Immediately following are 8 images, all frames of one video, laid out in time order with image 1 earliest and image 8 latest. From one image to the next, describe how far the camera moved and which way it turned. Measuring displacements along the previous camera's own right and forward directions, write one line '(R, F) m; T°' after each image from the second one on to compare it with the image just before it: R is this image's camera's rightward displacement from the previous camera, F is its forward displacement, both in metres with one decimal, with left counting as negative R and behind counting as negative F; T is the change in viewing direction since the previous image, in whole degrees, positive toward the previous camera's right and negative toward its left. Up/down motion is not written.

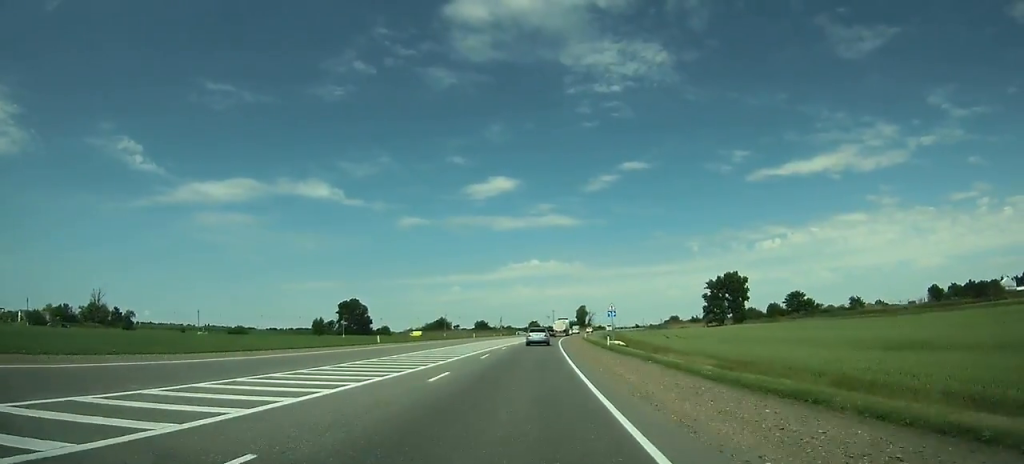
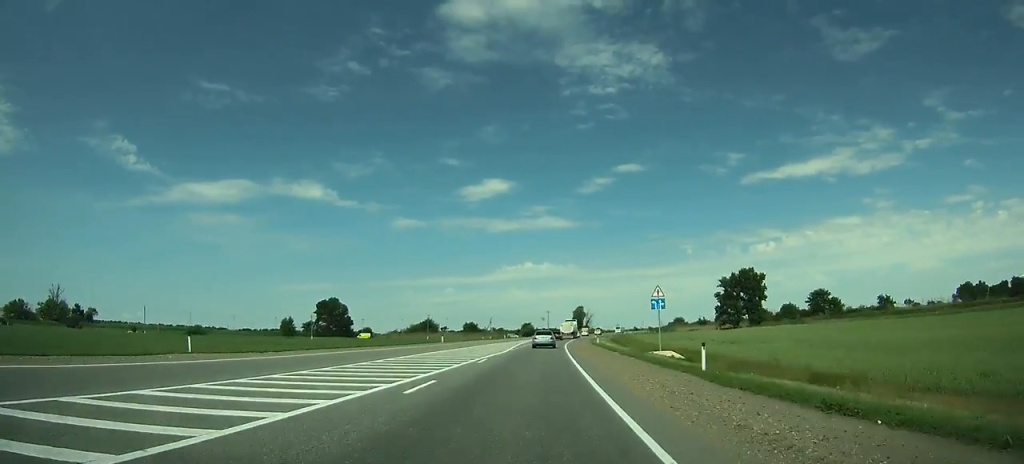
(0.0, +26.9) m; +1°
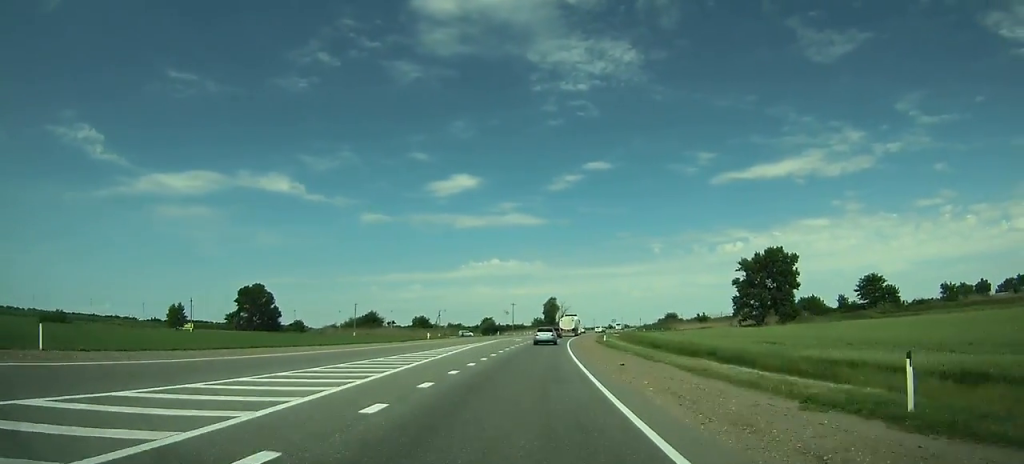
(+0.7, +56.2) m; +3°
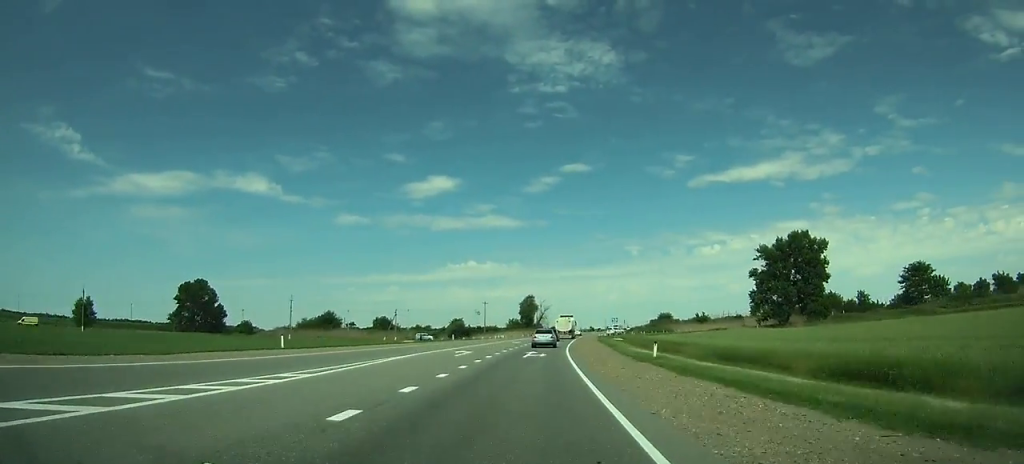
(+1.1, +33.3) m; +2°
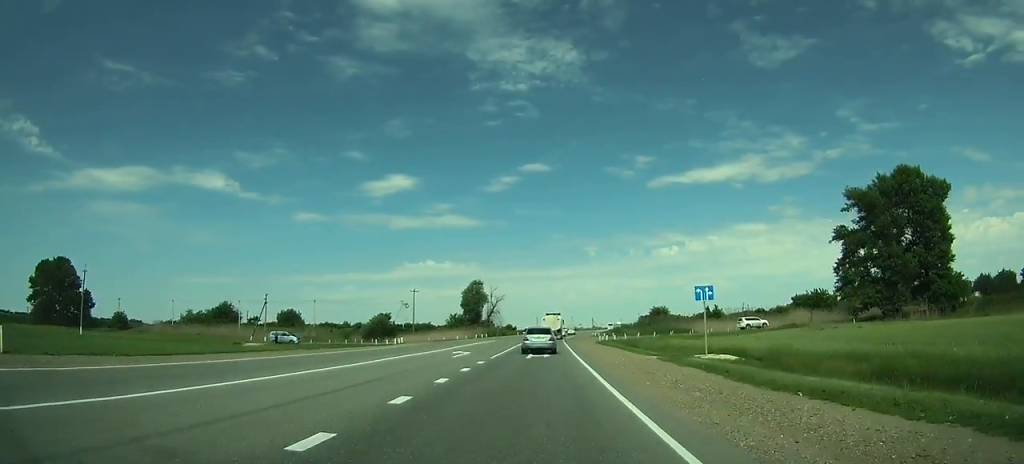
(+2.5, +62.8) m; +4°
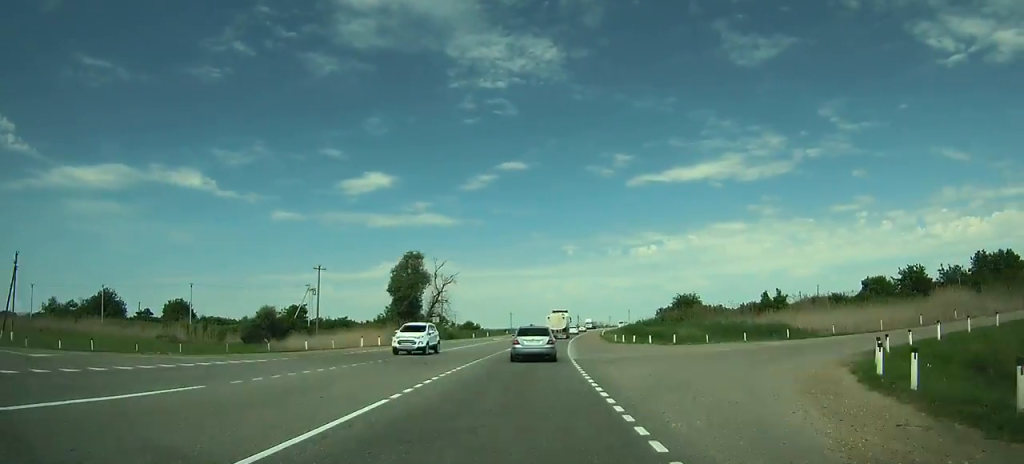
(+1.7, +58.5) m; +3°
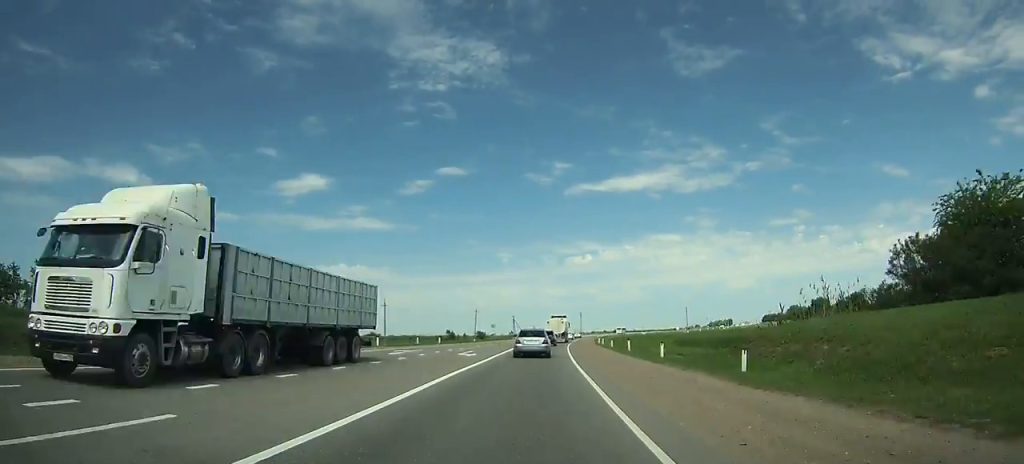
(+5.2, +101.7) m; +6°
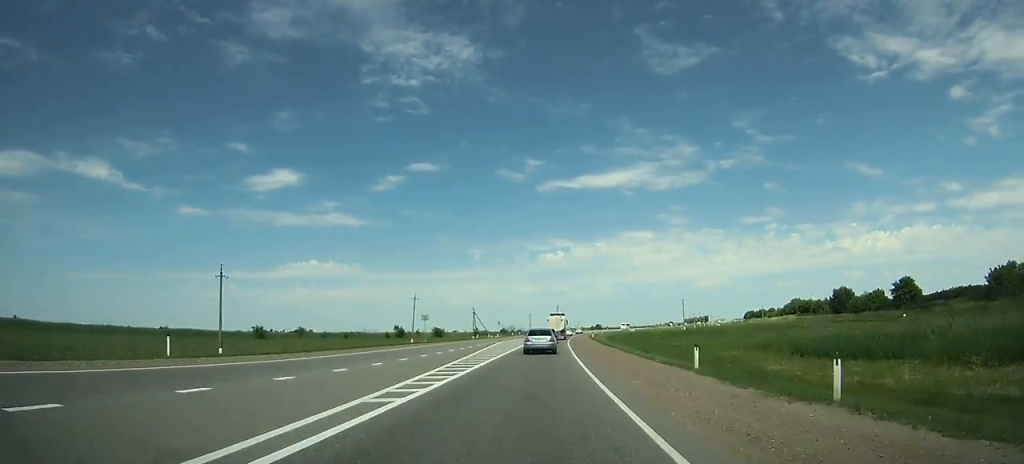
(+0.8, +46.8) m; +2°
